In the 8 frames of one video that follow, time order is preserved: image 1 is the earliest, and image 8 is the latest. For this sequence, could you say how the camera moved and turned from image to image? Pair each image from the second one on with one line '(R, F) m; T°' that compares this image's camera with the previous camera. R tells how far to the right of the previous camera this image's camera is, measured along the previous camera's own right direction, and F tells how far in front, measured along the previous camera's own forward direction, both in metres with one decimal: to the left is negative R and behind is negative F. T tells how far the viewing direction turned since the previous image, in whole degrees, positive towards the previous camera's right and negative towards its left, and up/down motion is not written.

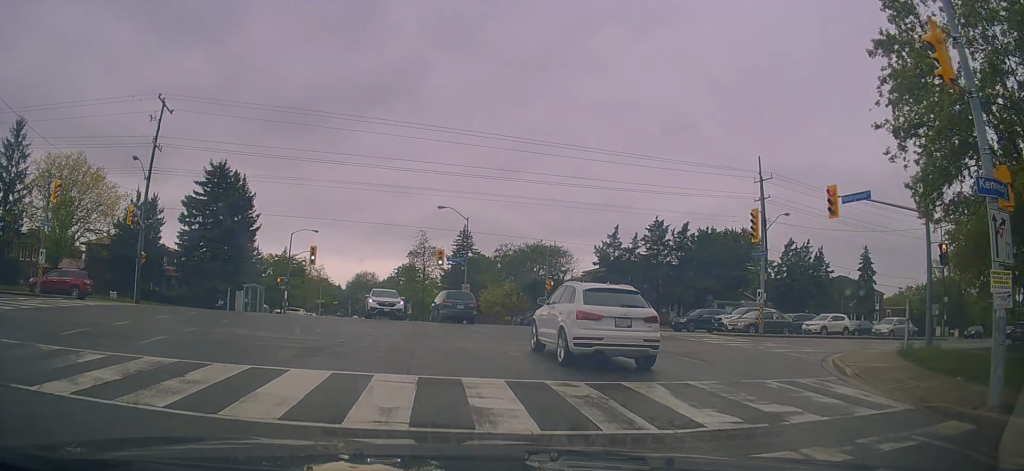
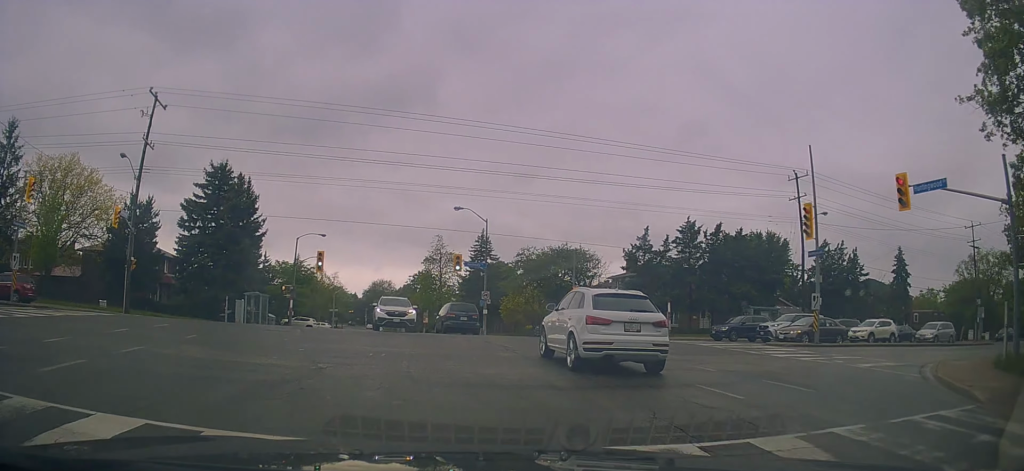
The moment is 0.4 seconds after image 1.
(+0.2, +3.8) m; -2°
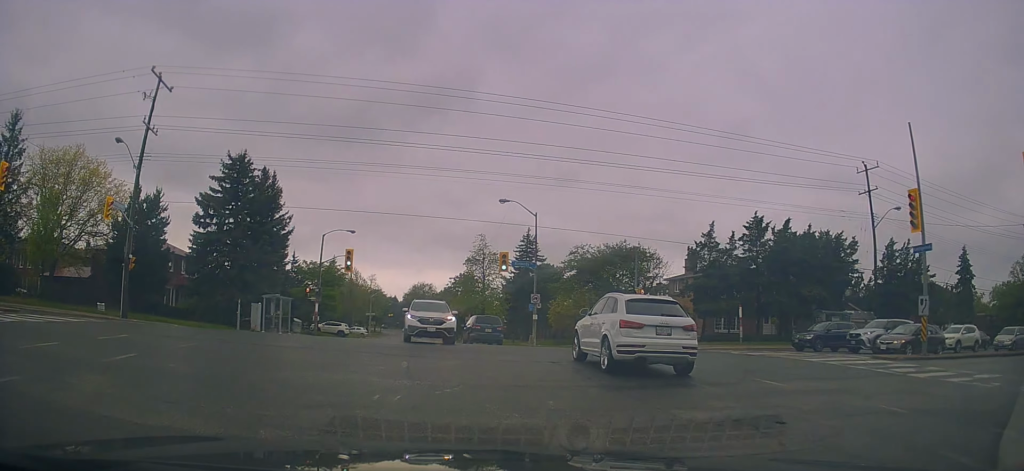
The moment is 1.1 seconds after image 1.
(-0.4, +5.1) m; -4°
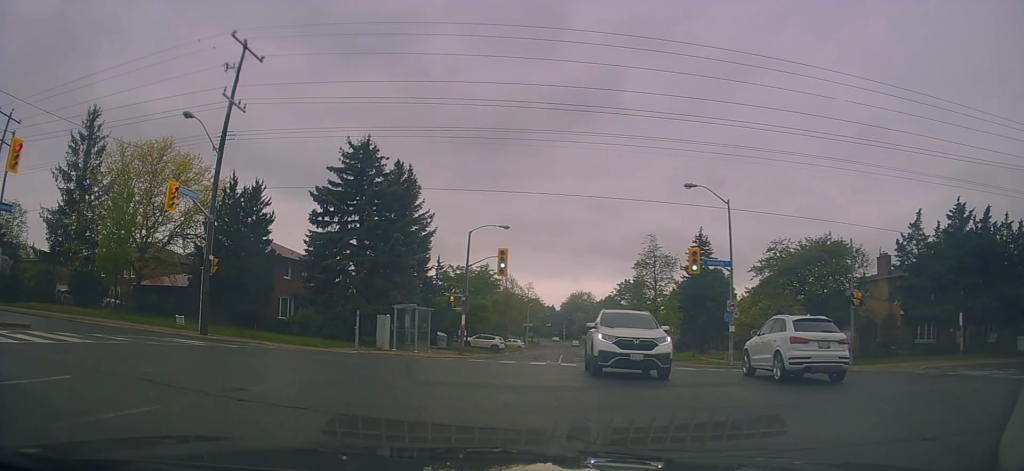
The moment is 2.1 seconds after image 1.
(-0.5, +7.9) m; -12°
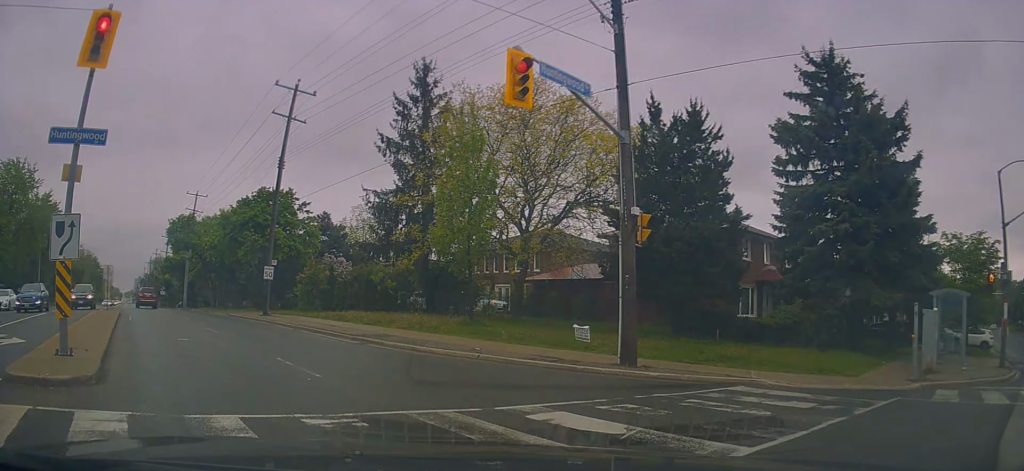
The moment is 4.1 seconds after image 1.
(-4.7, +12.8) m; -45°
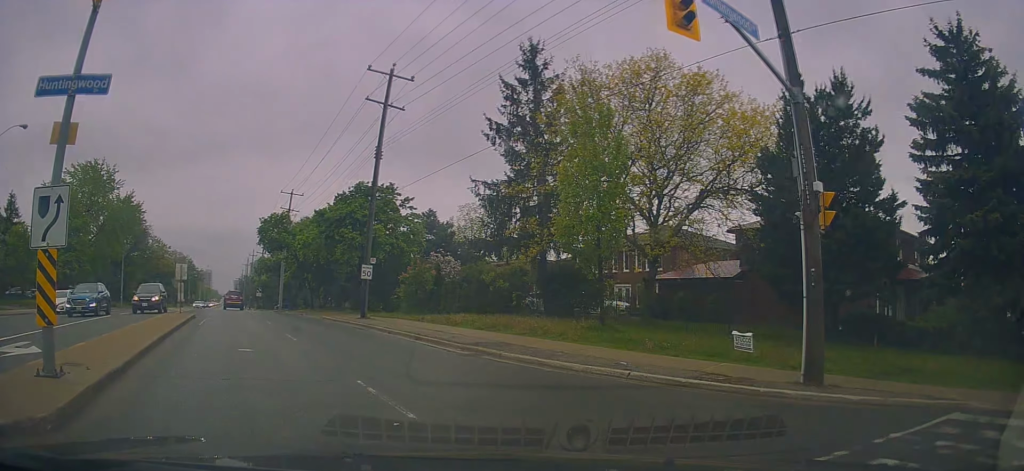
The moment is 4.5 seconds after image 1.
(+0.1, +3.2) m; -11°
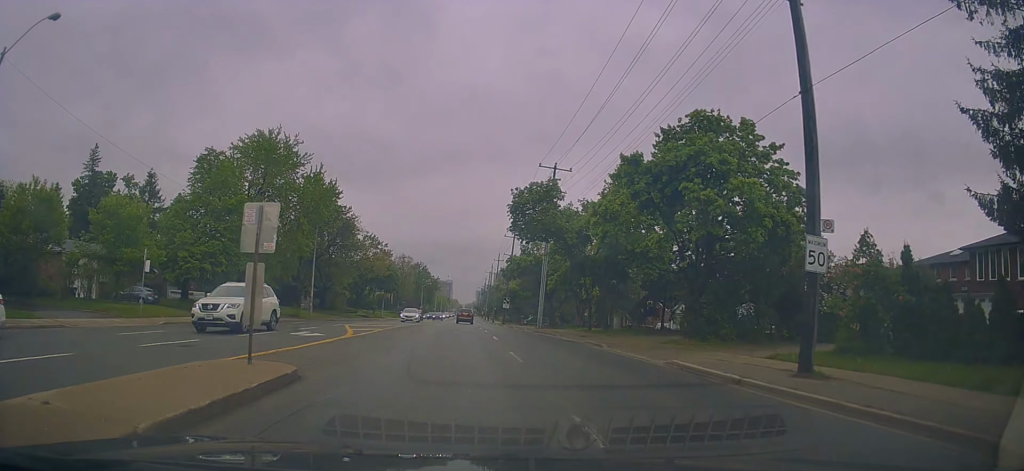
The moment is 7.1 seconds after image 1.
(-5.9, +18.2) m; -24°
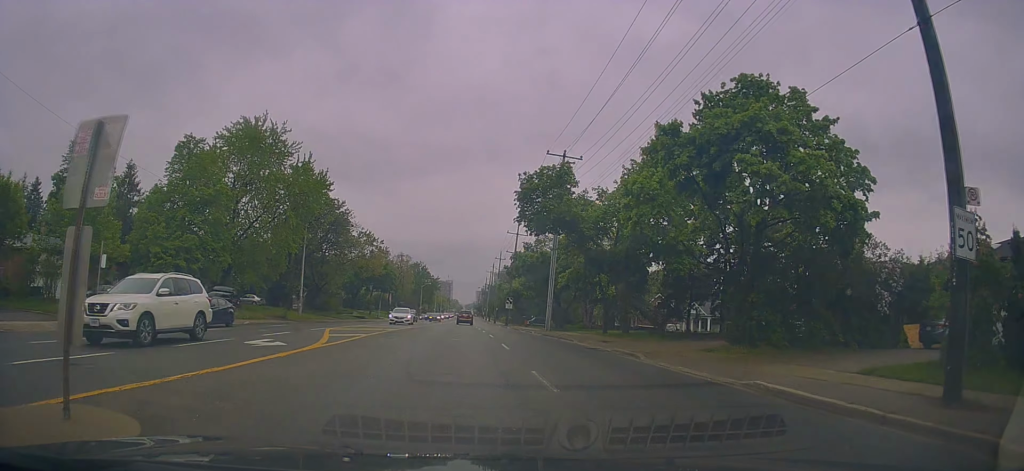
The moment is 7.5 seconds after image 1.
(0.0, +4.0) m; -2°
